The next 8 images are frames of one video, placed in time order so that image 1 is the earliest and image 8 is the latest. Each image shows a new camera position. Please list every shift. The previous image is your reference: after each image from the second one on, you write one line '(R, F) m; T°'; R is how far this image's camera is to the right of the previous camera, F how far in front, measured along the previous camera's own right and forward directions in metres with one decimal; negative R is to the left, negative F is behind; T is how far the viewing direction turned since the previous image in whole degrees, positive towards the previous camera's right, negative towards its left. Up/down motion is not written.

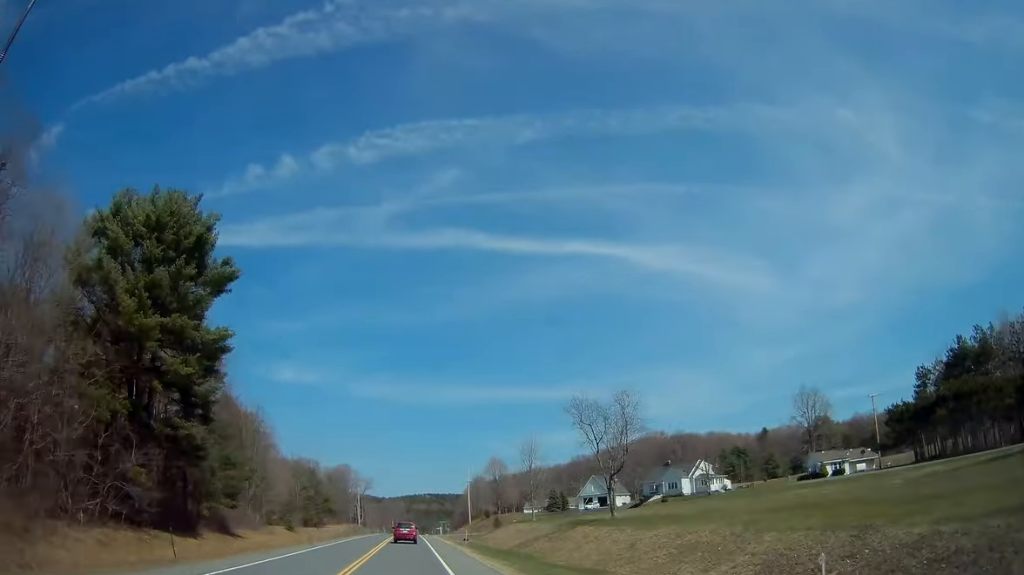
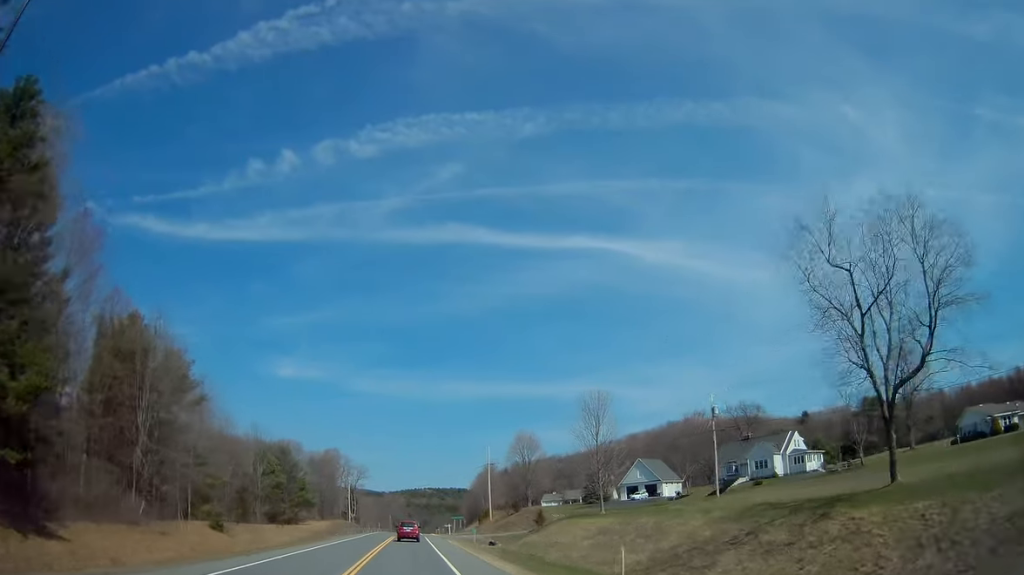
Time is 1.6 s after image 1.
(0.0, +32.3) m; 0°
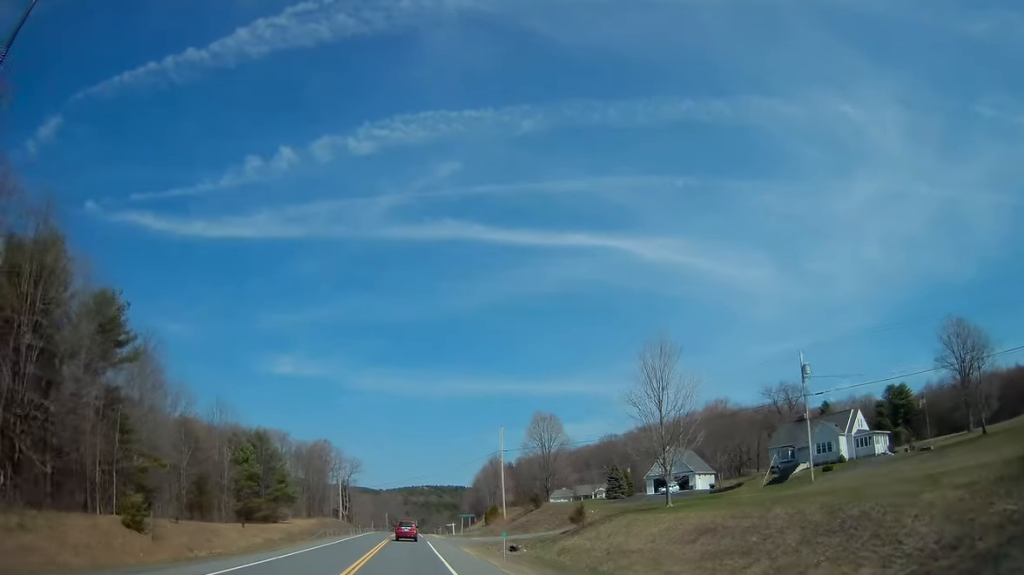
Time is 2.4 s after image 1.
(+0.1, +16.3) m; 0°
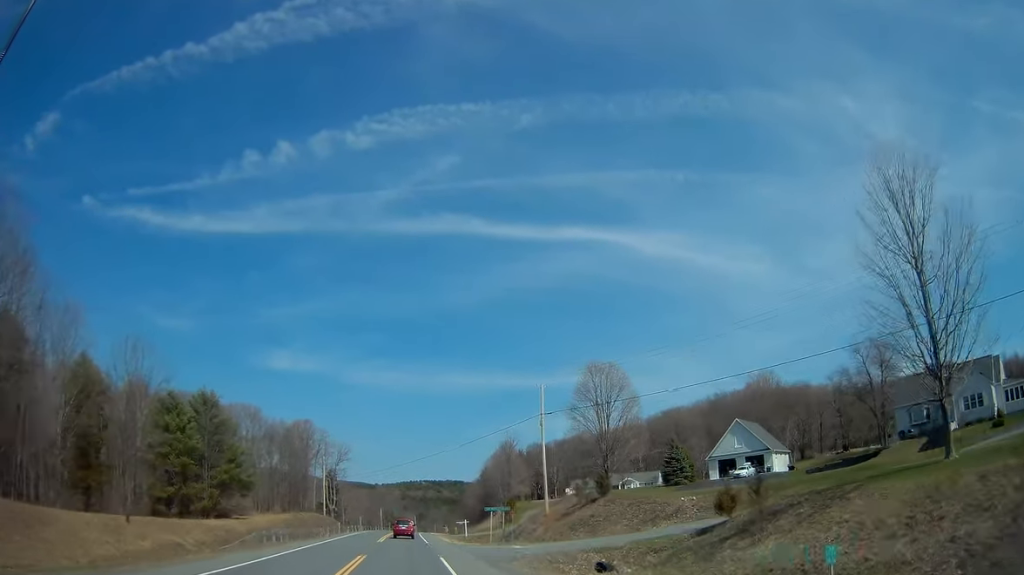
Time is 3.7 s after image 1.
(-0.1, +26.3) m; 0°
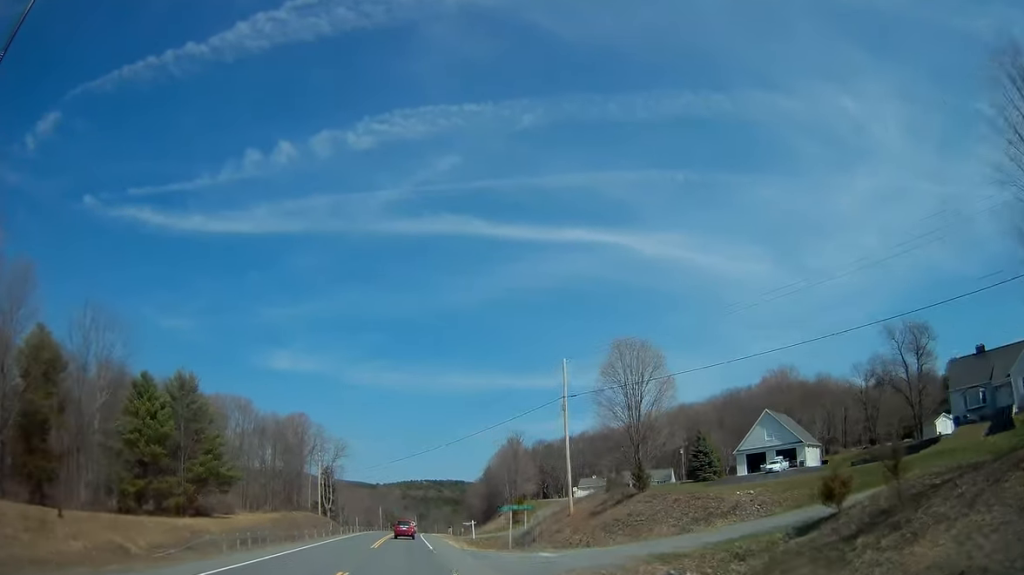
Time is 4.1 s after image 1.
(+0.1, +8.0) m; 0°
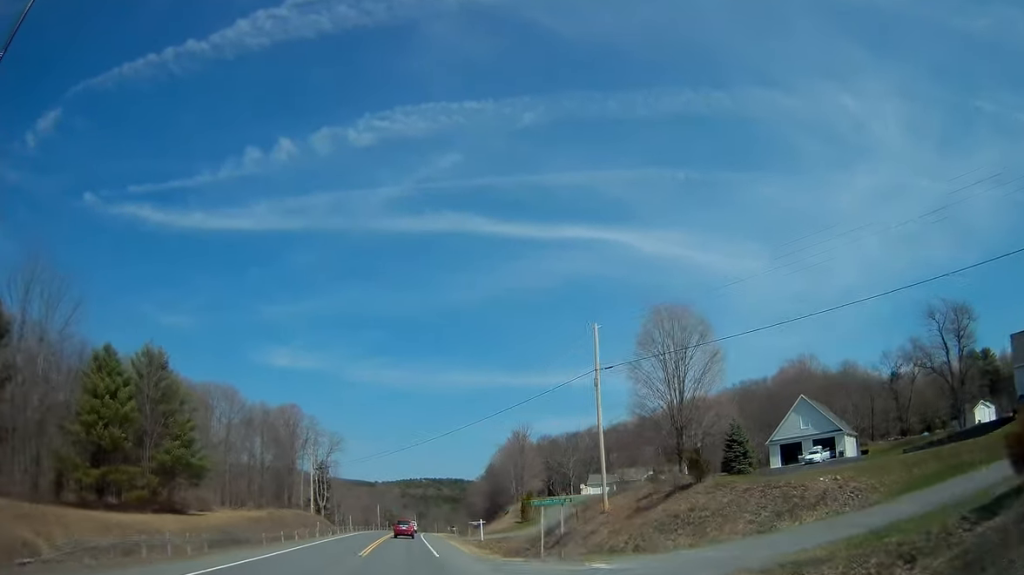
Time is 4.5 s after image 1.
(+0.1, +8.6) m; 0°
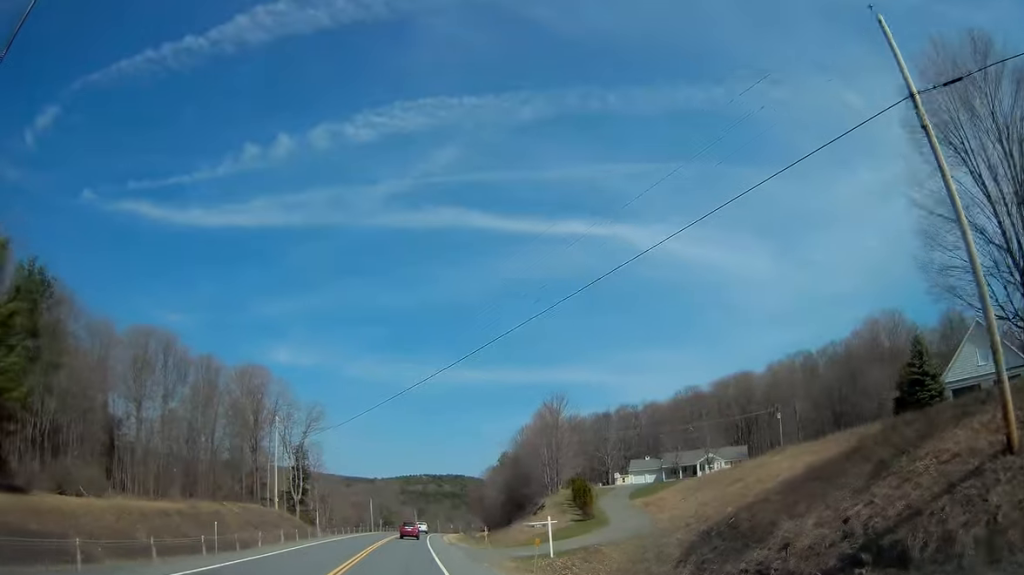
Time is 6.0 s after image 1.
(-0.2, +29.6) m; 0°
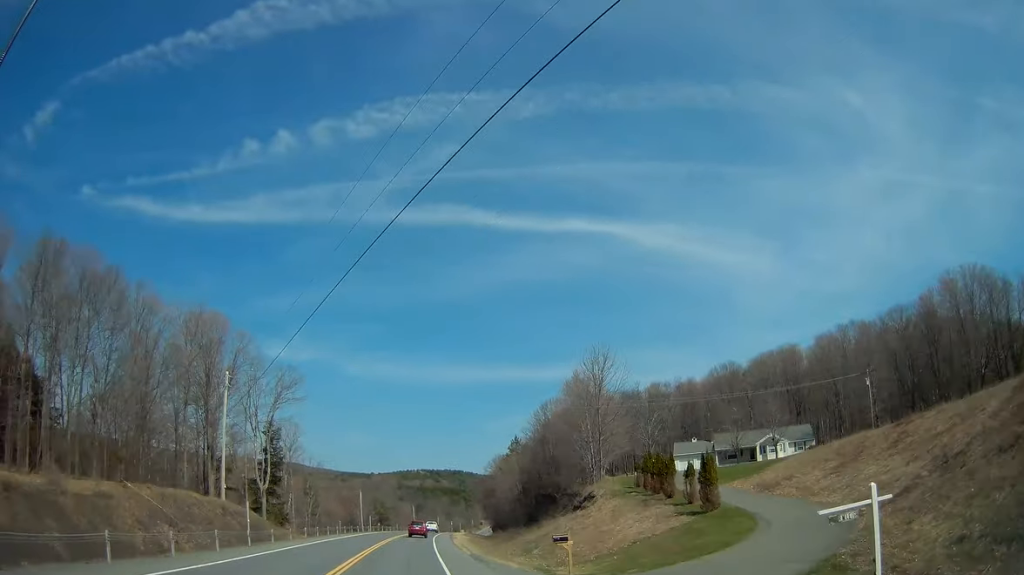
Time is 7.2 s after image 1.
(+0.1, +22.8) m; 0°
